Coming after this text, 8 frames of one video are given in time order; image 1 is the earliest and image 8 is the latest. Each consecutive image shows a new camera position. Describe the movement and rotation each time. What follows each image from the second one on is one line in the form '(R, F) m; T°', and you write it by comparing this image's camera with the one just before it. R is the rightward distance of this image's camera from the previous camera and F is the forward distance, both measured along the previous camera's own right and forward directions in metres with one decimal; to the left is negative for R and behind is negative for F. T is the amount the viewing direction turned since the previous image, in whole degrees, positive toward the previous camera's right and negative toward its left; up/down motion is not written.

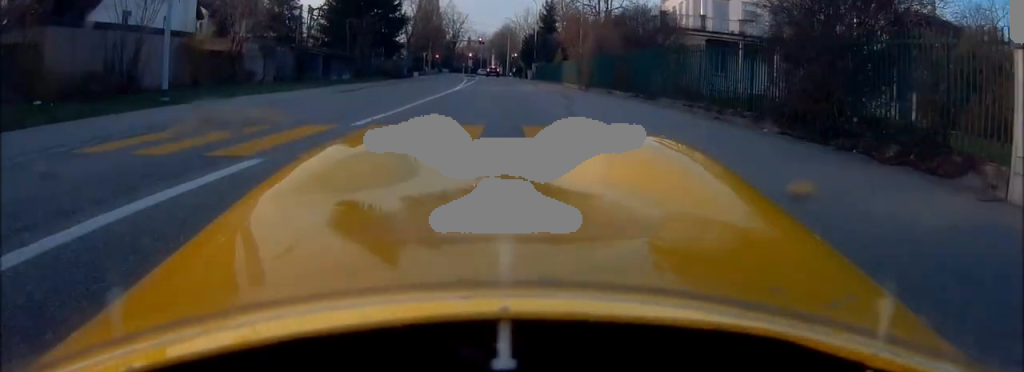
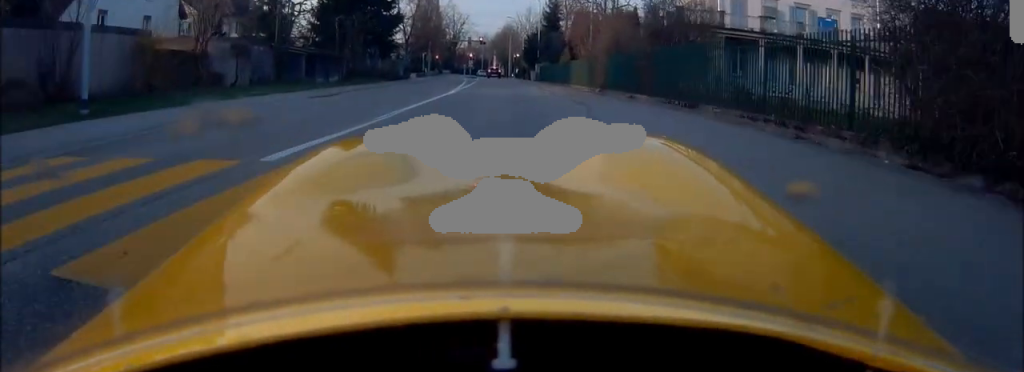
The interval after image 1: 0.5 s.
(0.0, +3.2) m; -1°
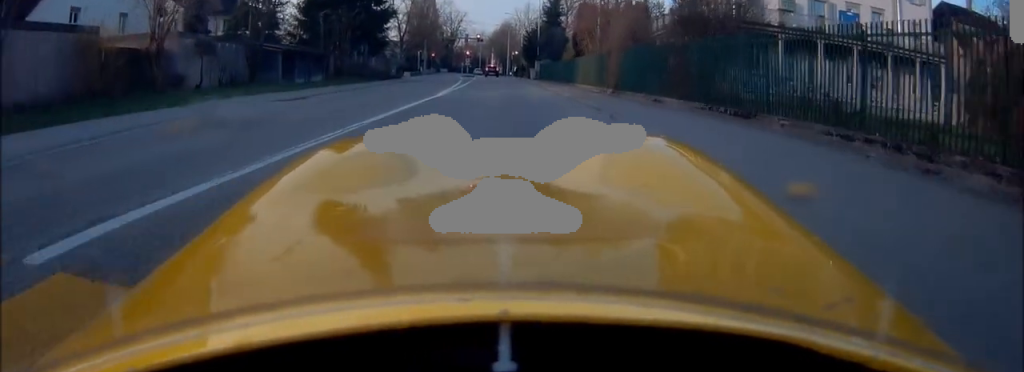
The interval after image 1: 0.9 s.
(0.0, +2.9) m; 0°
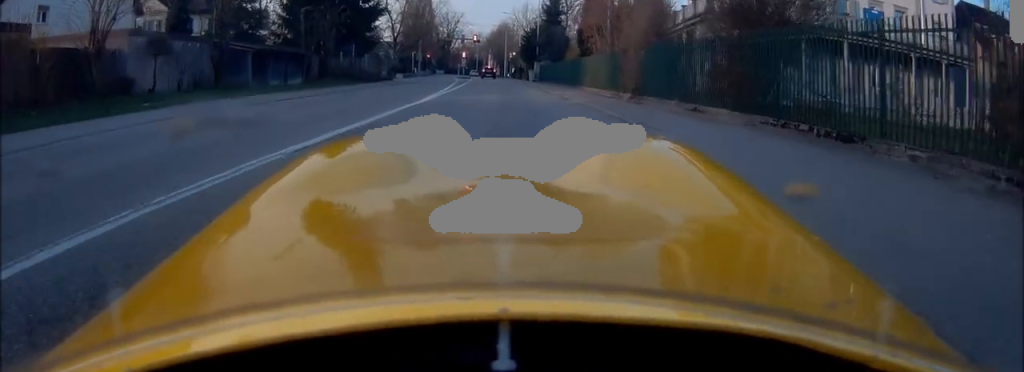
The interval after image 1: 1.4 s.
(0.0, +3.1) m; +1°
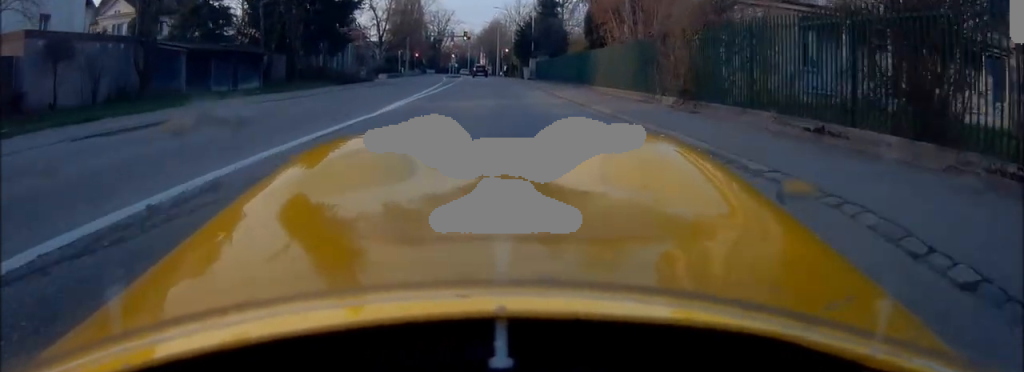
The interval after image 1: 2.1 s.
(+0.1, +4.9) m; +1°
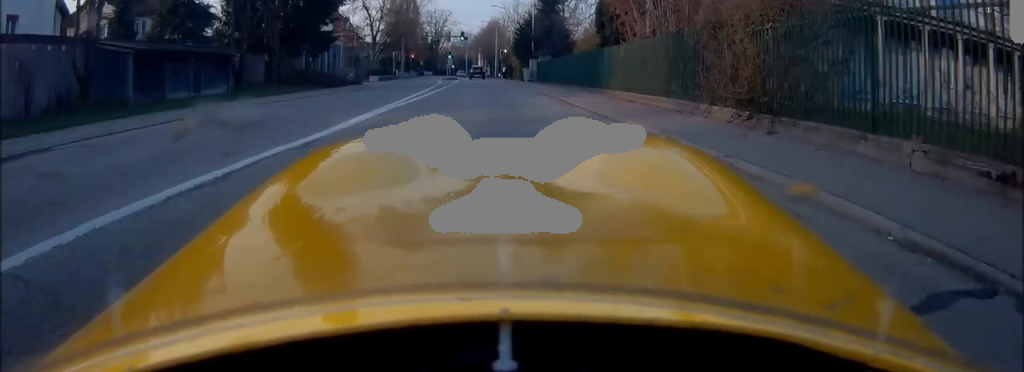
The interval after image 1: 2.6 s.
(0.0, +3.1) m; +1°
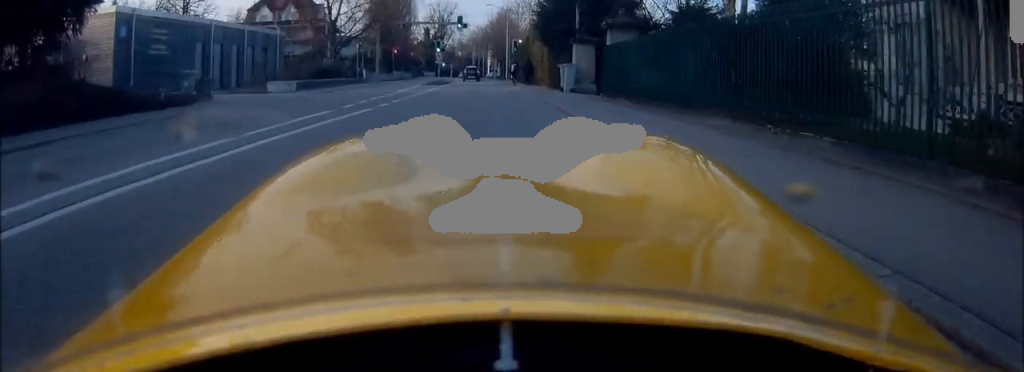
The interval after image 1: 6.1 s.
(-0.9, +23.4) m; -2°
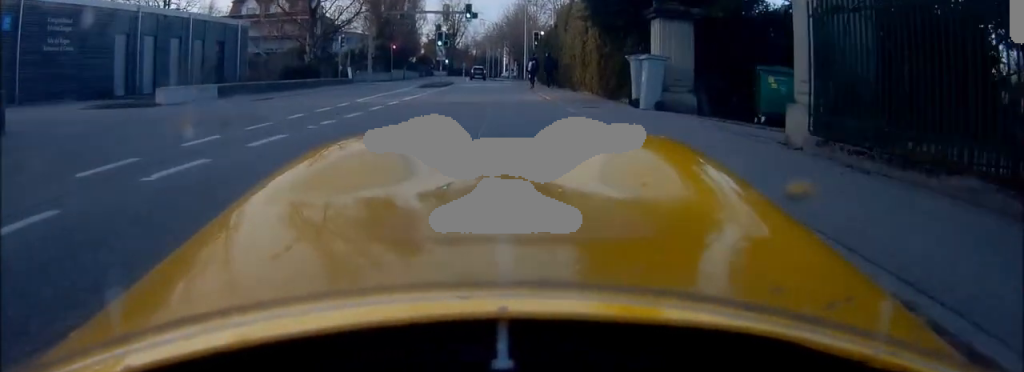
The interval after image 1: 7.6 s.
(0.0, +10.1) m; 0°
